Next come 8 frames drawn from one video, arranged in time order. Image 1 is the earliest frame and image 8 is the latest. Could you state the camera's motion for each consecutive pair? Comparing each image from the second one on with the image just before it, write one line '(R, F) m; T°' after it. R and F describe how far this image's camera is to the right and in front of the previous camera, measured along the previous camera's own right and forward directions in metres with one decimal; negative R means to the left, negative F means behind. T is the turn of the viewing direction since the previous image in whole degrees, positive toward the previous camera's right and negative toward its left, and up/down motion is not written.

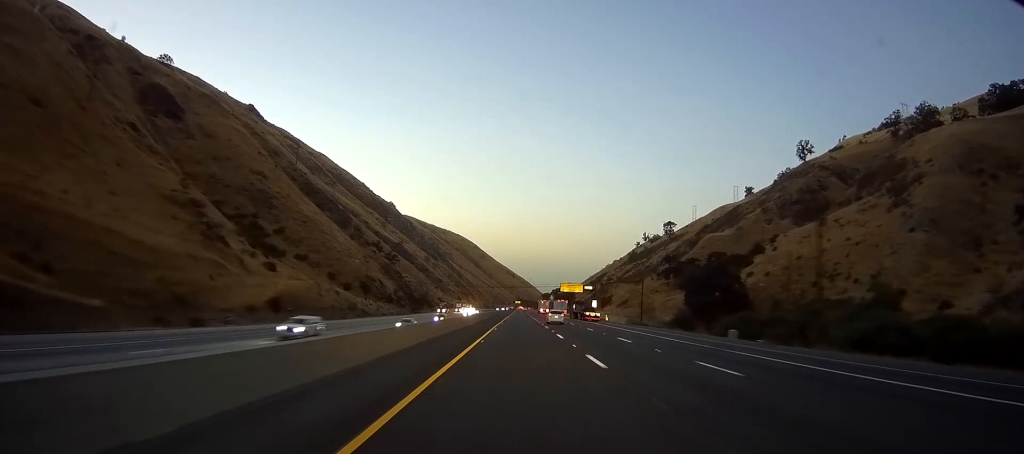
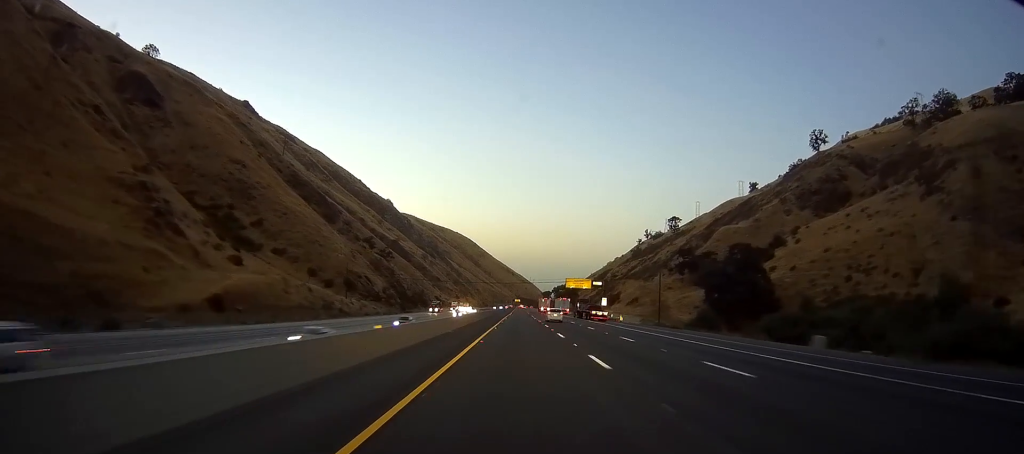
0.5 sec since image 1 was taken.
(0.0, +15.2) m; 0°
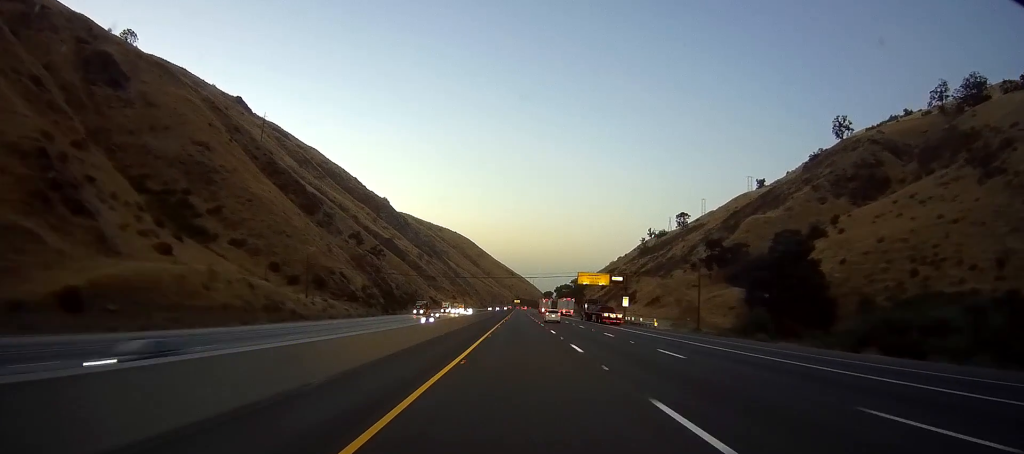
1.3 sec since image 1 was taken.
(0.0, +23.1) m; 0°
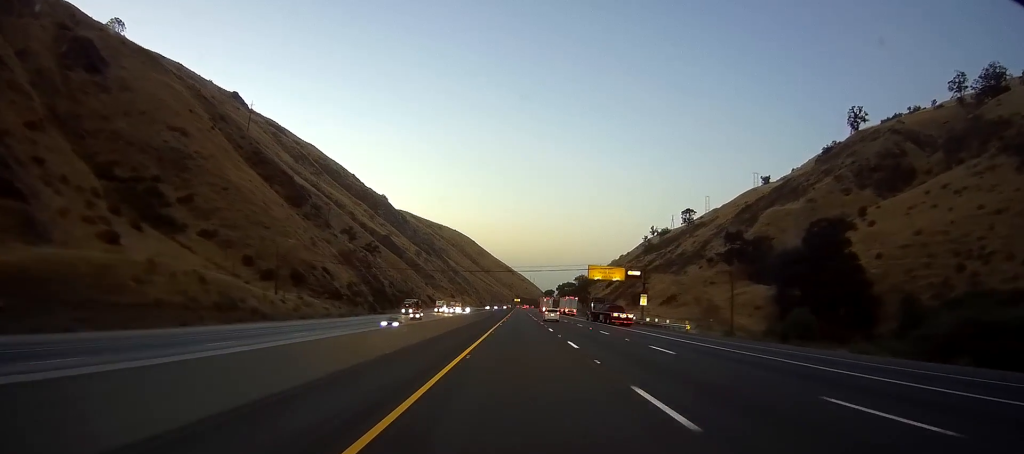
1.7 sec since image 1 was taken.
(0.0, +13.1) m; 0°
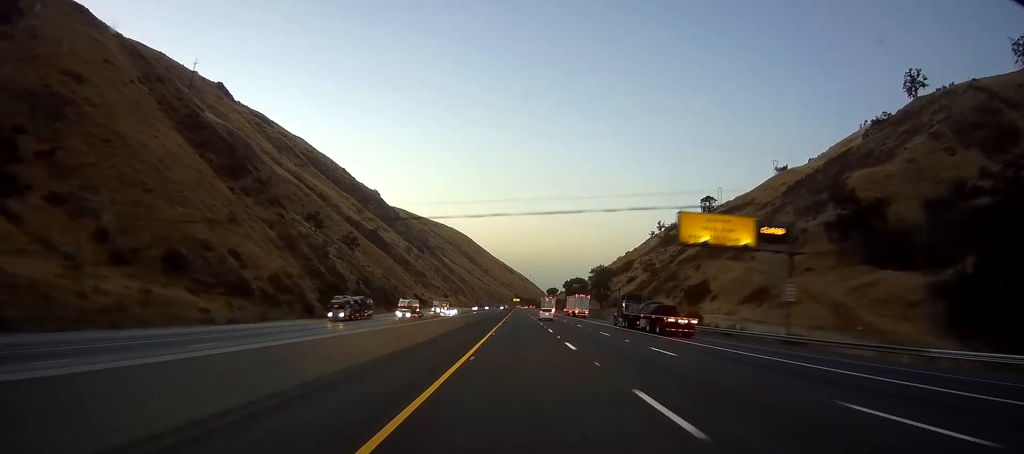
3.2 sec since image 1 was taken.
(-0.1, +44.3) m; 0°
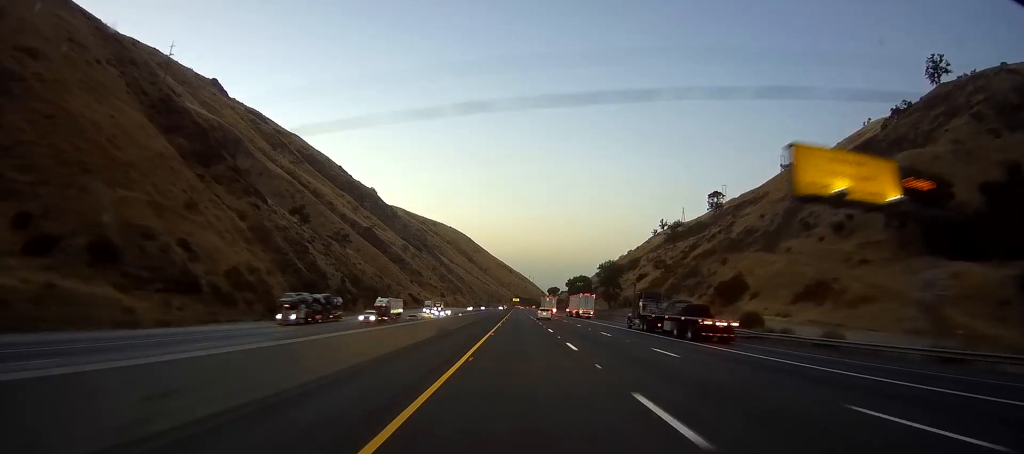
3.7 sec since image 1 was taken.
(0.0, +15.1) m; 0°
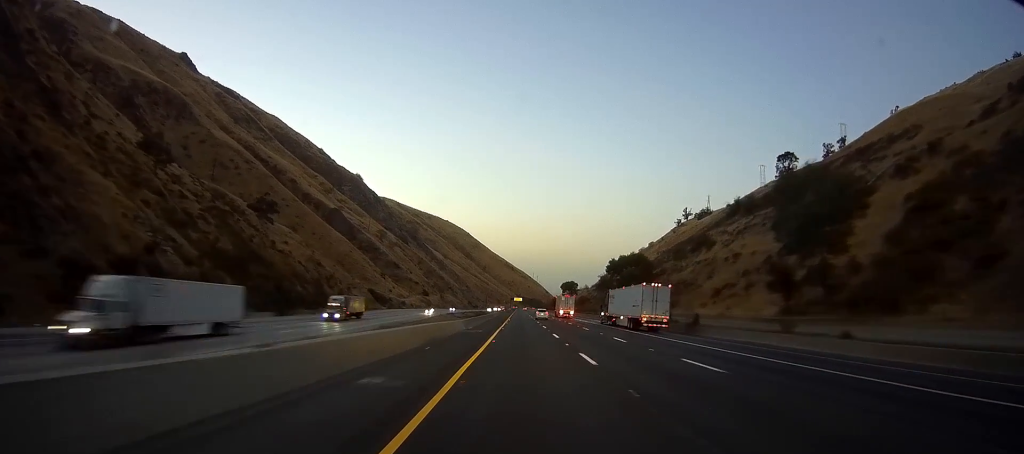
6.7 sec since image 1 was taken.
(0.0, +92.6) m; 0°
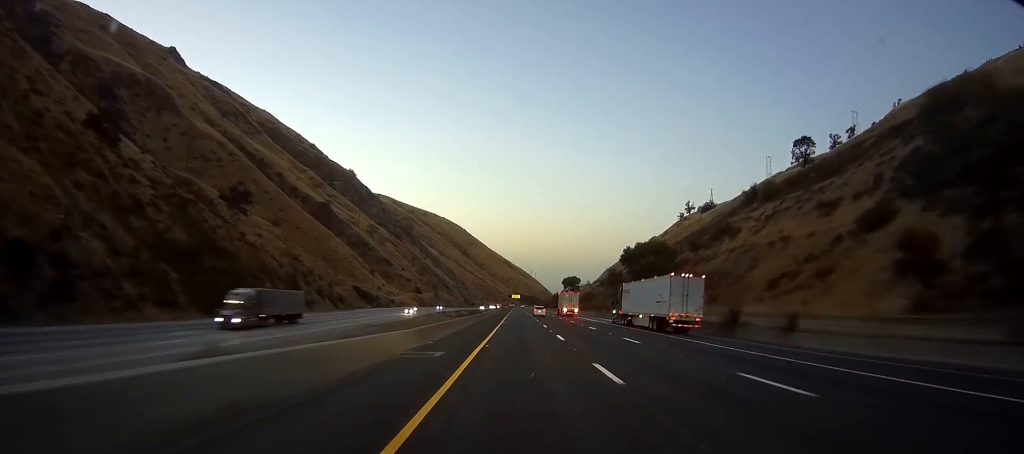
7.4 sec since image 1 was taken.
(0.0, +19.1) m; 0°
